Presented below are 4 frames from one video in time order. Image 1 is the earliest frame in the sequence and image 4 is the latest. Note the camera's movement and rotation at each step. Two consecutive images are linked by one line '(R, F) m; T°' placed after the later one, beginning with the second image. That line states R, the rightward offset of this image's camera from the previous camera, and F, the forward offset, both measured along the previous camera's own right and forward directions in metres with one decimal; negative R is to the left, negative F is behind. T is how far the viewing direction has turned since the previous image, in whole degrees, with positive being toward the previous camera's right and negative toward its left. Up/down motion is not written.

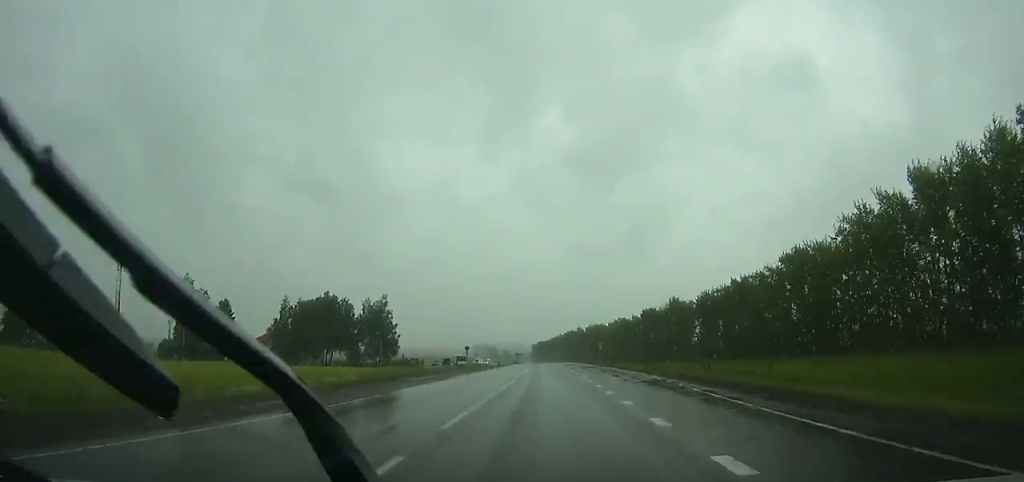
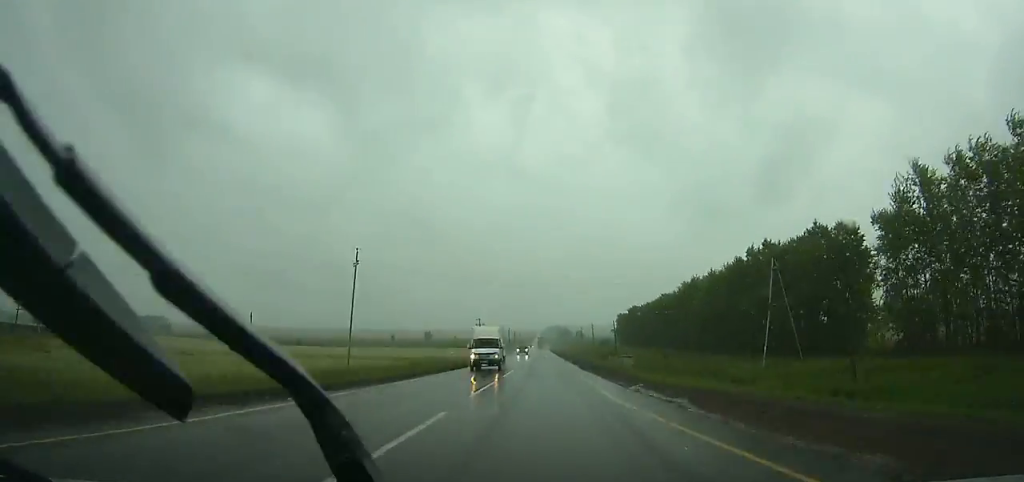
(-8.5, +206.8) m; -6°
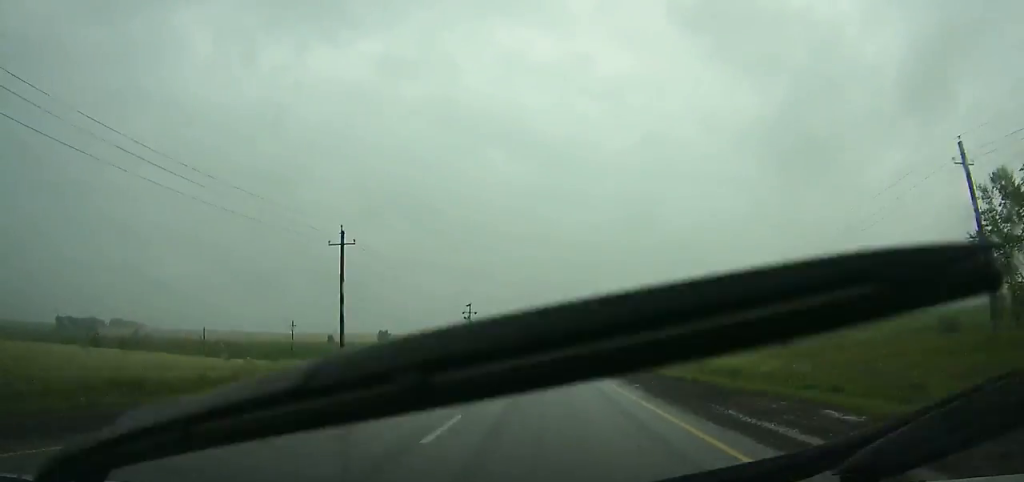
(-7.8, +238.9) m; -2°
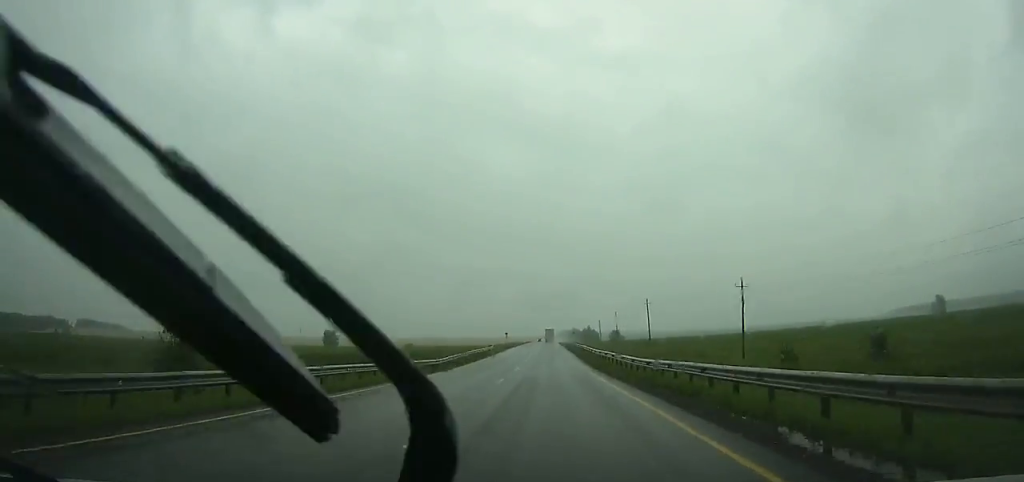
(0.0, +120.2) m; 0°
